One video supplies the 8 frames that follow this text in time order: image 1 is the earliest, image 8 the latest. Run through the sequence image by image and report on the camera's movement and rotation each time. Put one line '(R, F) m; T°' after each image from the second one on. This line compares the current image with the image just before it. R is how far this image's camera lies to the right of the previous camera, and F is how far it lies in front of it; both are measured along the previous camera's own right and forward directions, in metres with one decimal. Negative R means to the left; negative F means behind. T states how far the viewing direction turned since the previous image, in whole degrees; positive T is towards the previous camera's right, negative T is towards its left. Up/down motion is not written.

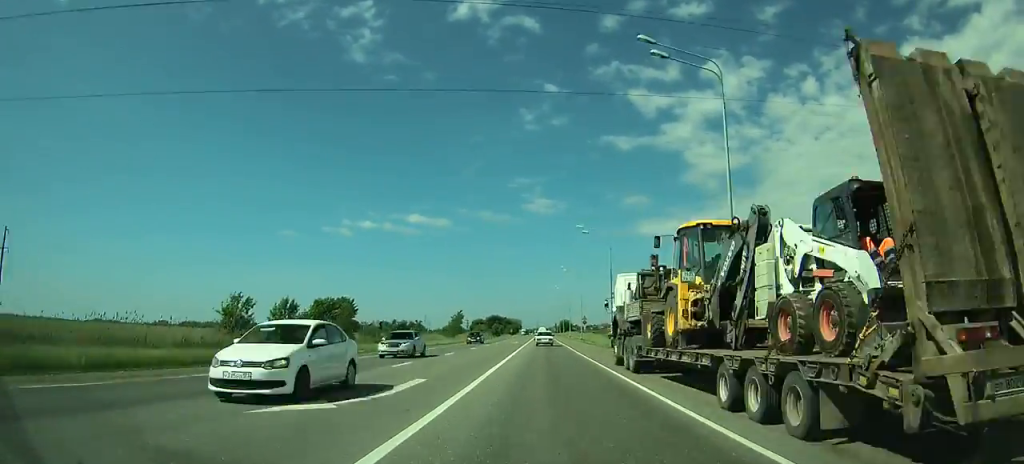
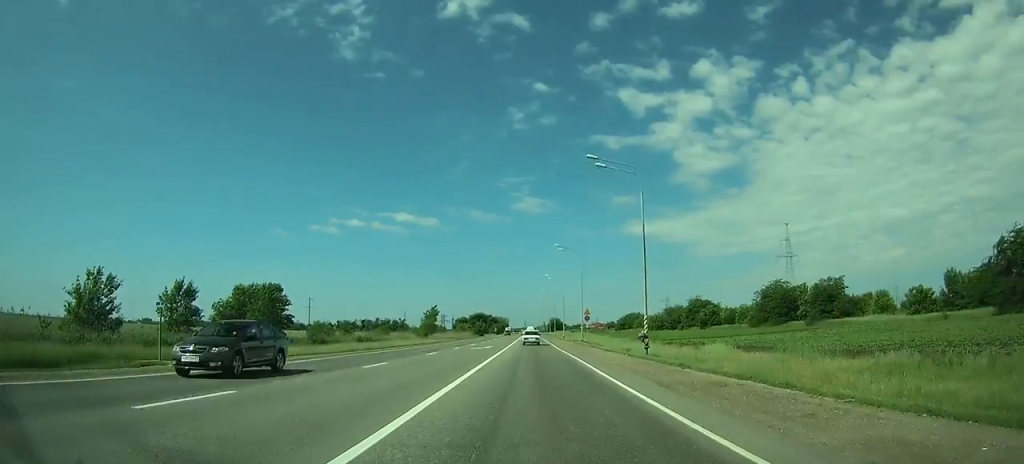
(+0.1, +26.3) m; 0°
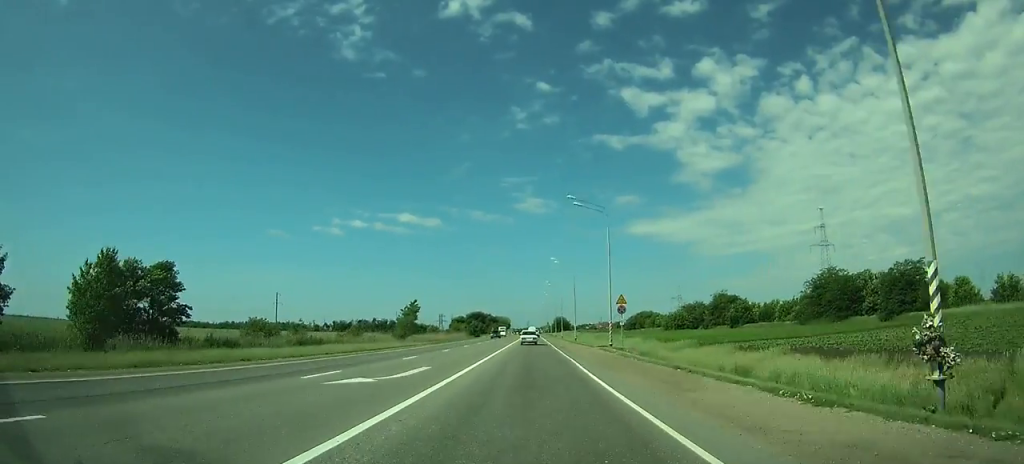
(0.0, +28.2) m; 0°
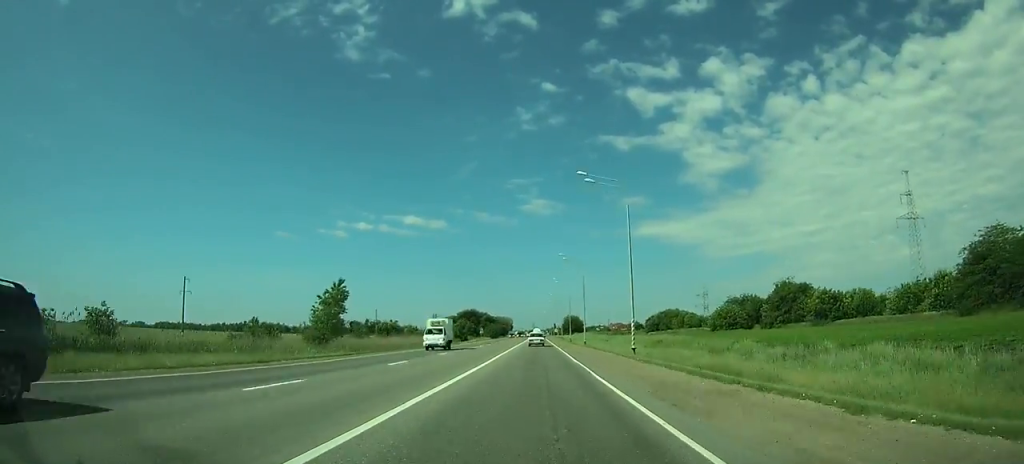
(0.0, +48.6) m; 0°
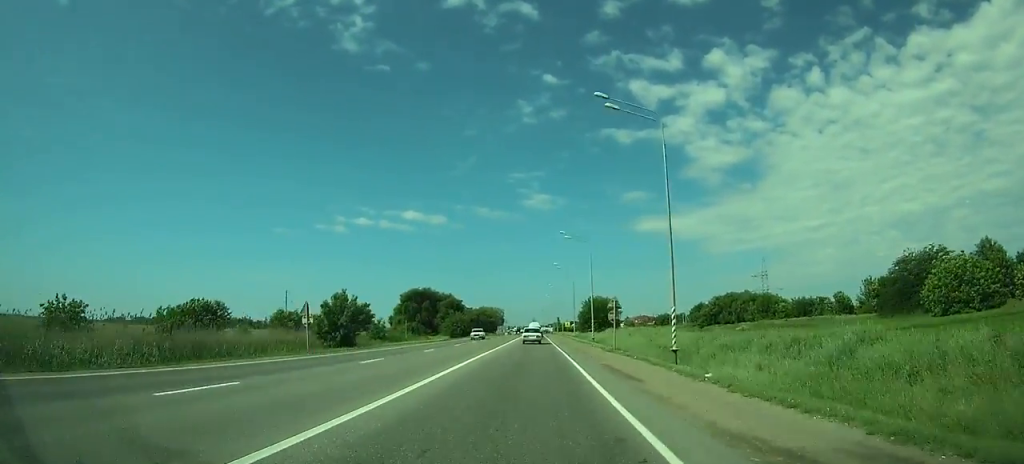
(+0.3, +88.0) m; 0°
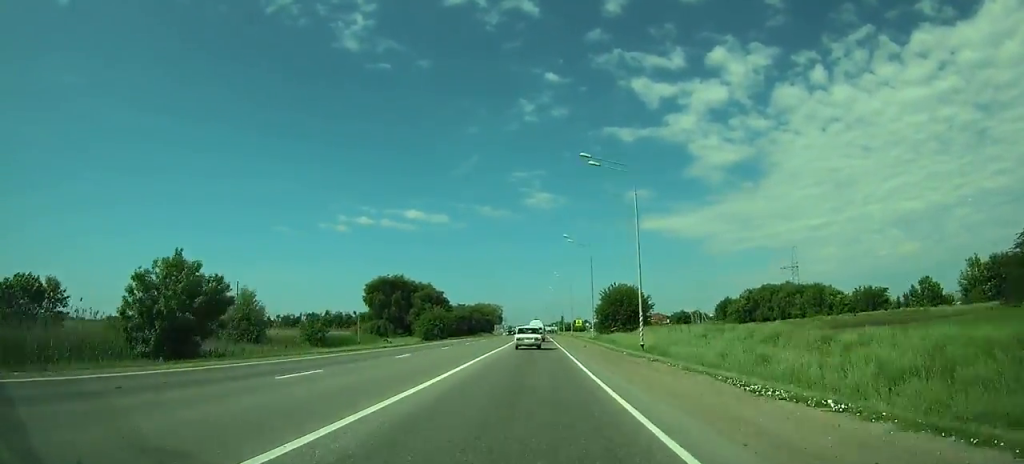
(-0.1, +27.0) m; 0°
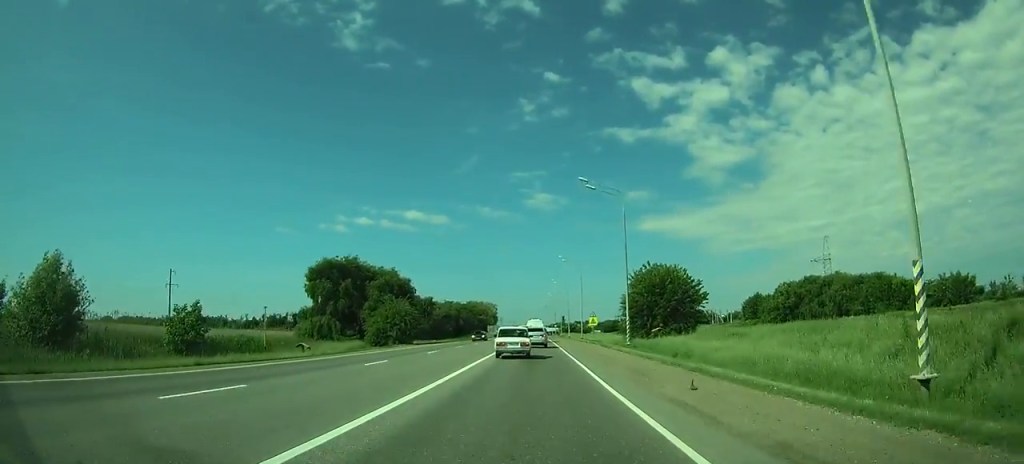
(-0.1, +29.9) m; 0°
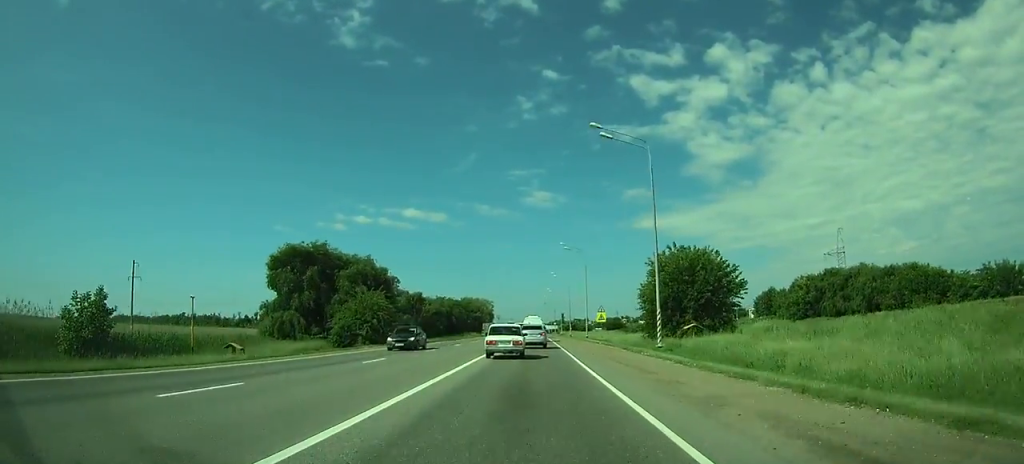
(+0.1, +12.2) m; 0°
